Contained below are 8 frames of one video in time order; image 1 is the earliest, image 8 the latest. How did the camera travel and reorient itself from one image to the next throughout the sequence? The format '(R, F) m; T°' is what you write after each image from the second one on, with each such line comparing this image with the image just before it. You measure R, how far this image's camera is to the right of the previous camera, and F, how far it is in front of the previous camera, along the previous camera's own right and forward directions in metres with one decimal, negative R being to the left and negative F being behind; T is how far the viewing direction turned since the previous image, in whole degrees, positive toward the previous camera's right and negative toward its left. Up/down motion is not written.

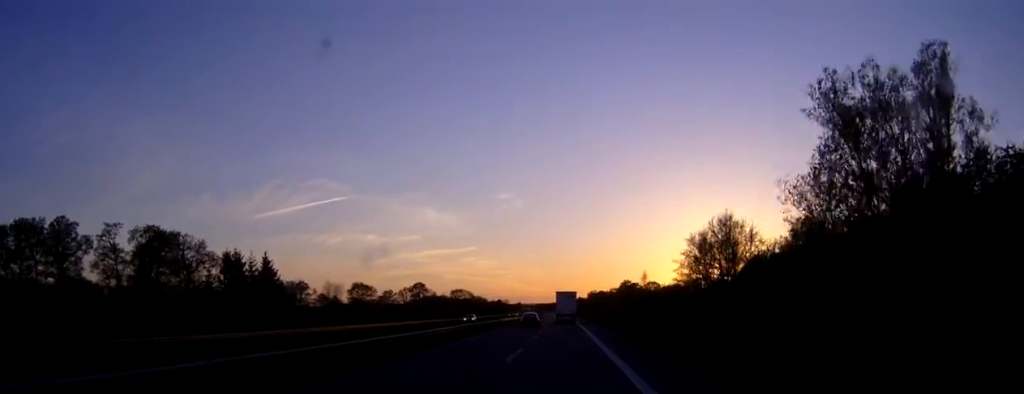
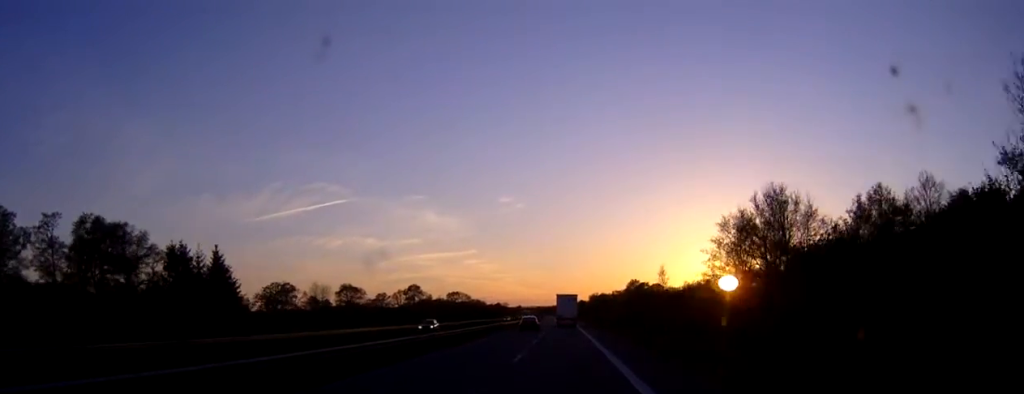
(0.0, +15.5) m; 0°
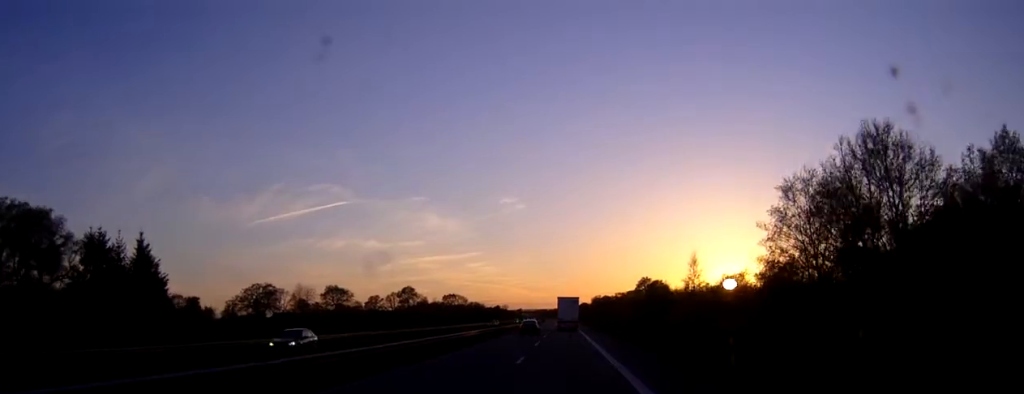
(0.0, +17.3) m; 0°
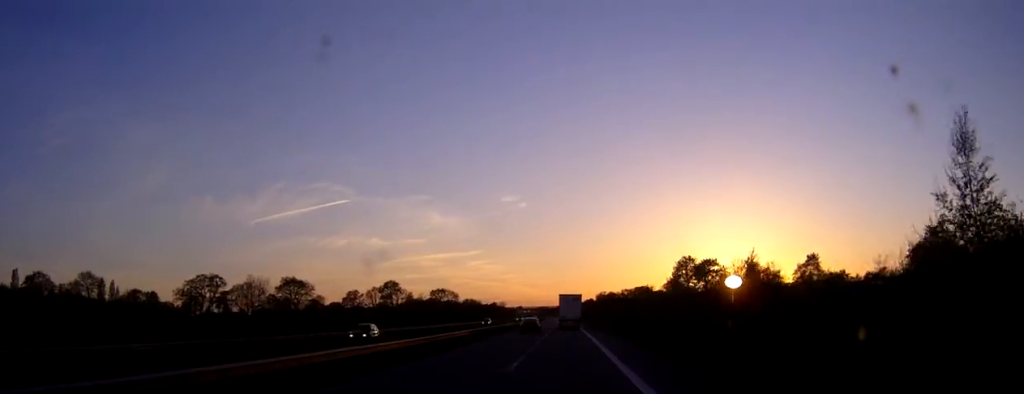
(-0.1, +40.1) m; 0°
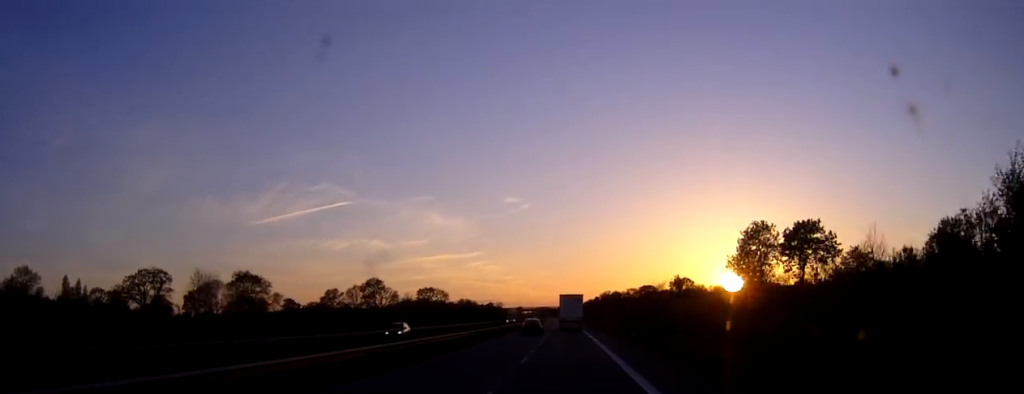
(0.0, +31.0) m; 0°
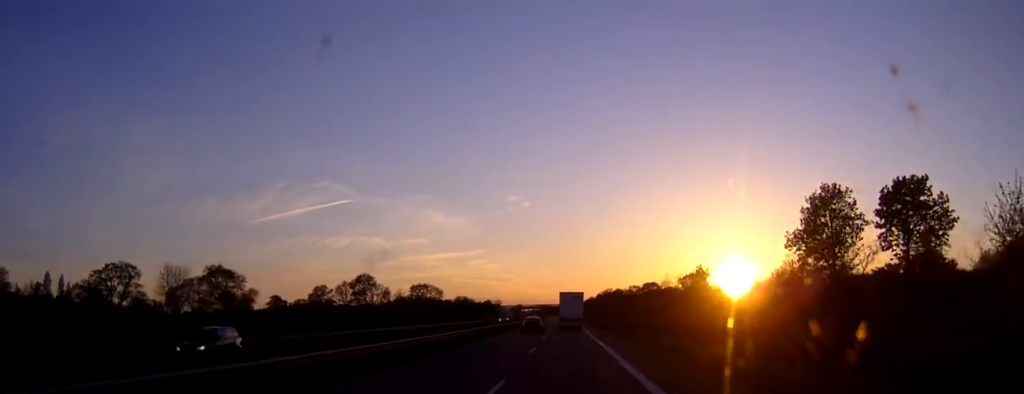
(0.0, +14.6) m; 0°
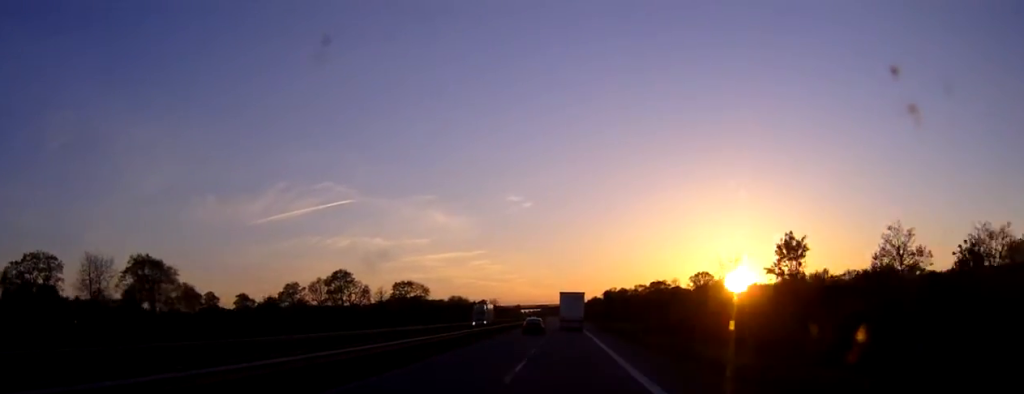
(0.0, +30.2) m; 0°
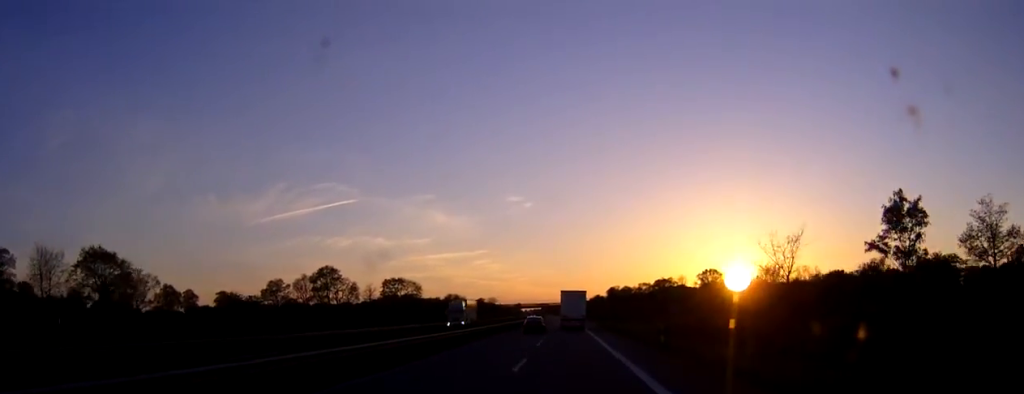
(0.0, +15.6) m; 0°
